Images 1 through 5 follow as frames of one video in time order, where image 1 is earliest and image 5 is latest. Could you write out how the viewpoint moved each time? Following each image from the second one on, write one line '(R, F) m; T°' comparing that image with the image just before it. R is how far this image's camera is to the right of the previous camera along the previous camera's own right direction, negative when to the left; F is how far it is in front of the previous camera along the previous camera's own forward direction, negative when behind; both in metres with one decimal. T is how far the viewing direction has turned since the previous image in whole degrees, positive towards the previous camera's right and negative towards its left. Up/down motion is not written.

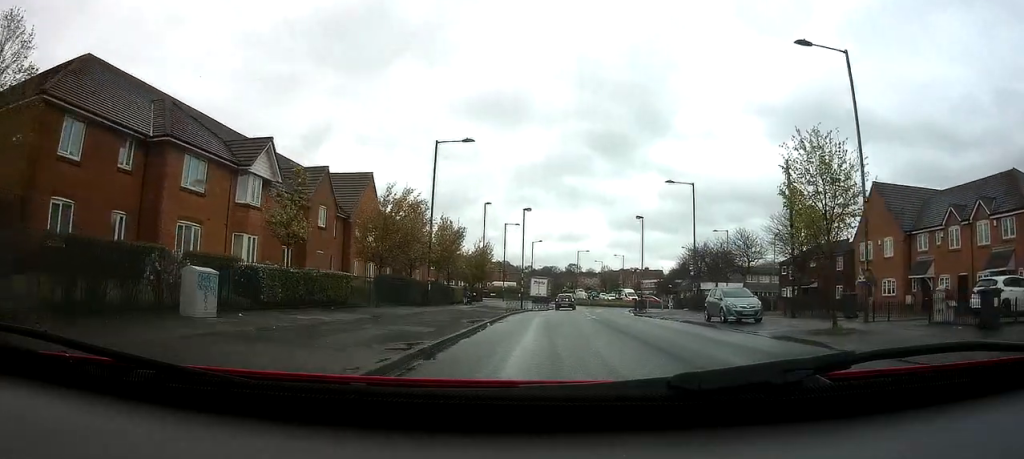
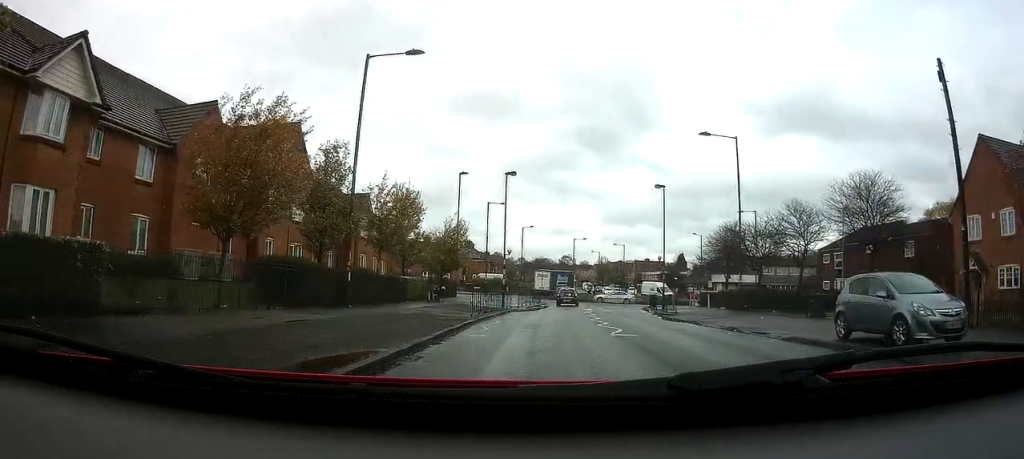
(+0.1, +13.1) m; +1°
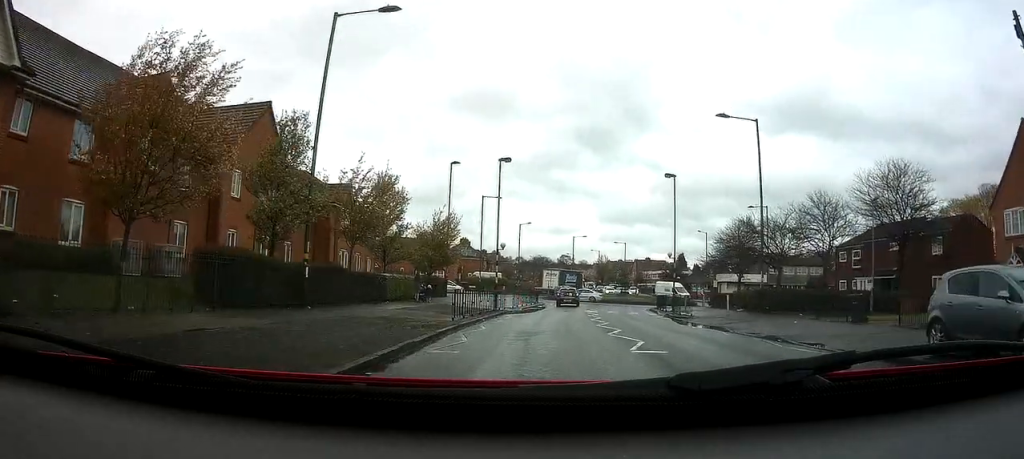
(+0.1, +3.9) m; 0°
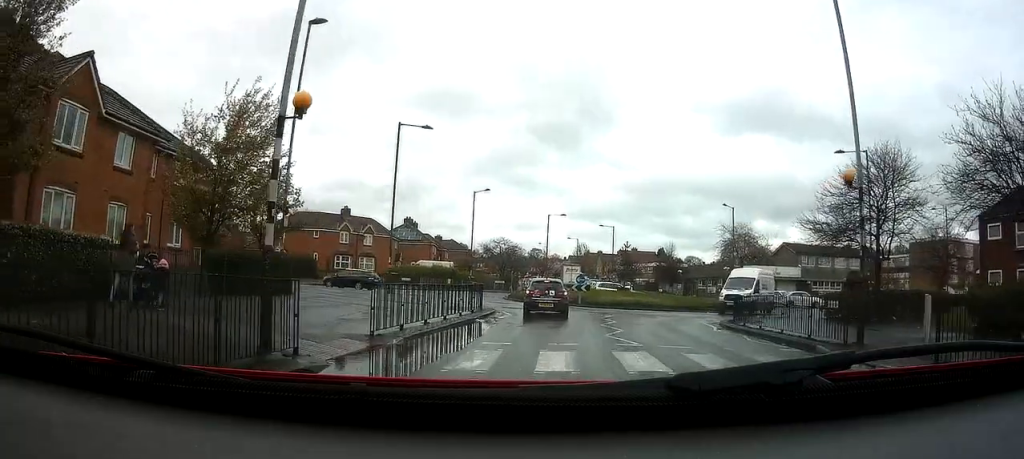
(-0.2, +24.2) m; 0°
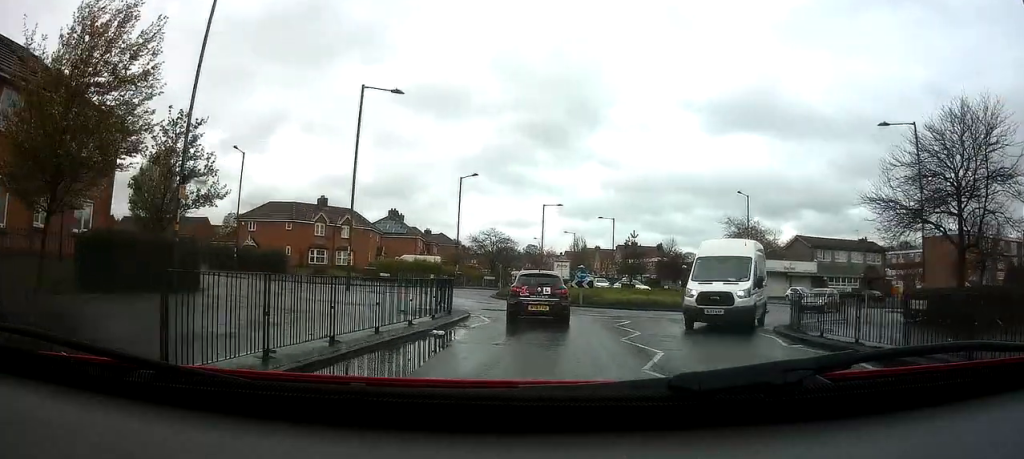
(-0.1, +6.0) m; -1°
